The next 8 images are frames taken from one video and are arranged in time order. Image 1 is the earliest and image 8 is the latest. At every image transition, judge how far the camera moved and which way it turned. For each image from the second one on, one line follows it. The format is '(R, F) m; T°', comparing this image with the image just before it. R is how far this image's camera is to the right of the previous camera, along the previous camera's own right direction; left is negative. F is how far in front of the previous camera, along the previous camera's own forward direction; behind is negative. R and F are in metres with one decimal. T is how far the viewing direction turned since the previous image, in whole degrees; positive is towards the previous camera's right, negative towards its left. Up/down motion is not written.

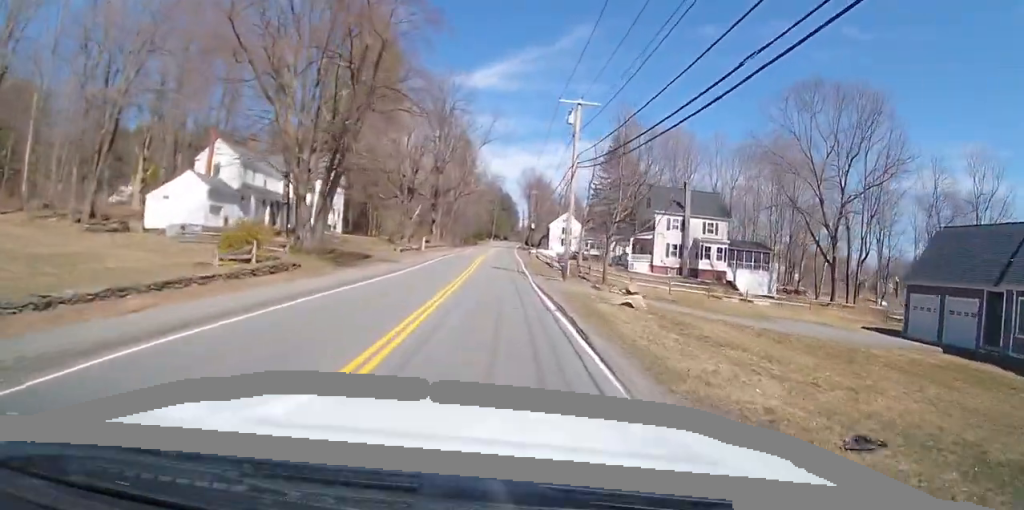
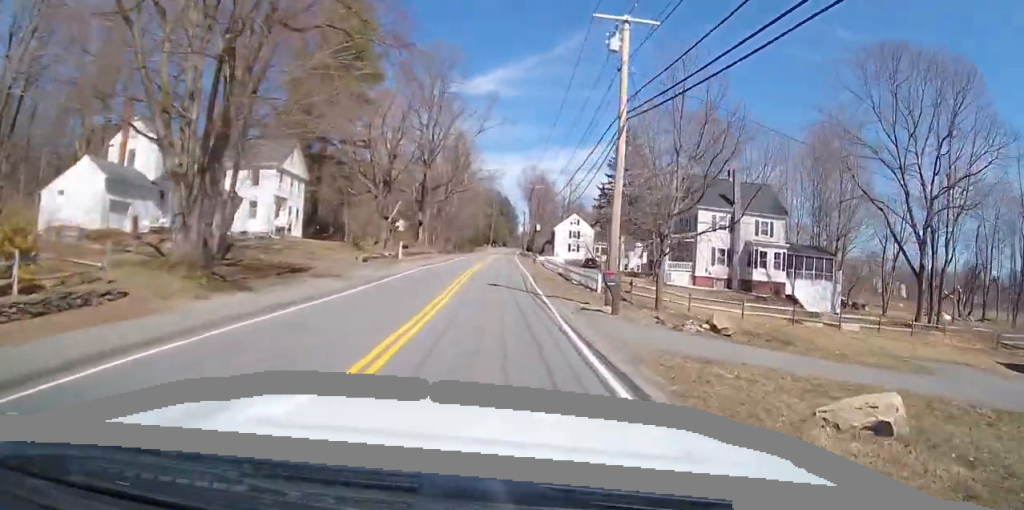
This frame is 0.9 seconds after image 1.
(+0.2, +13.1) m; 0°
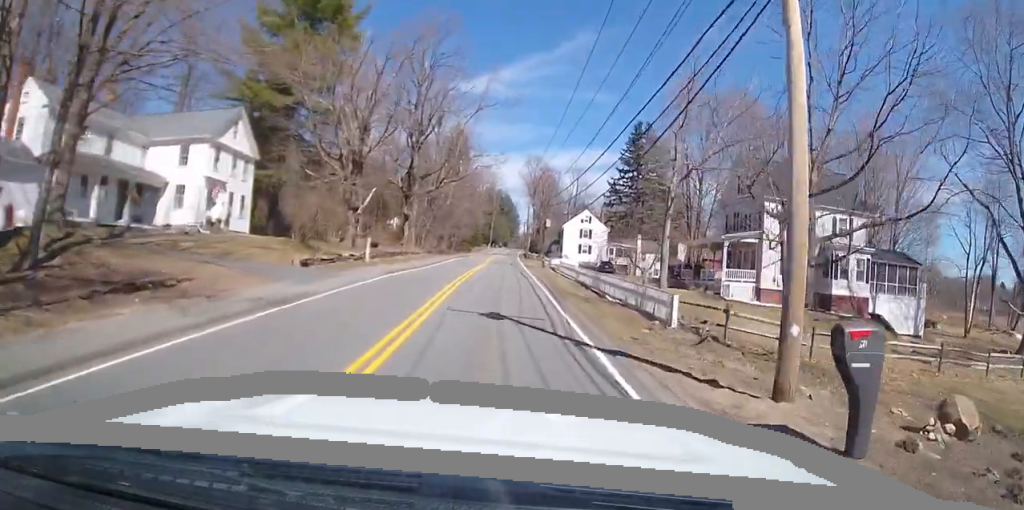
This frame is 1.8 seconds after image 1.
(-0.1, +11.7) m; -1°
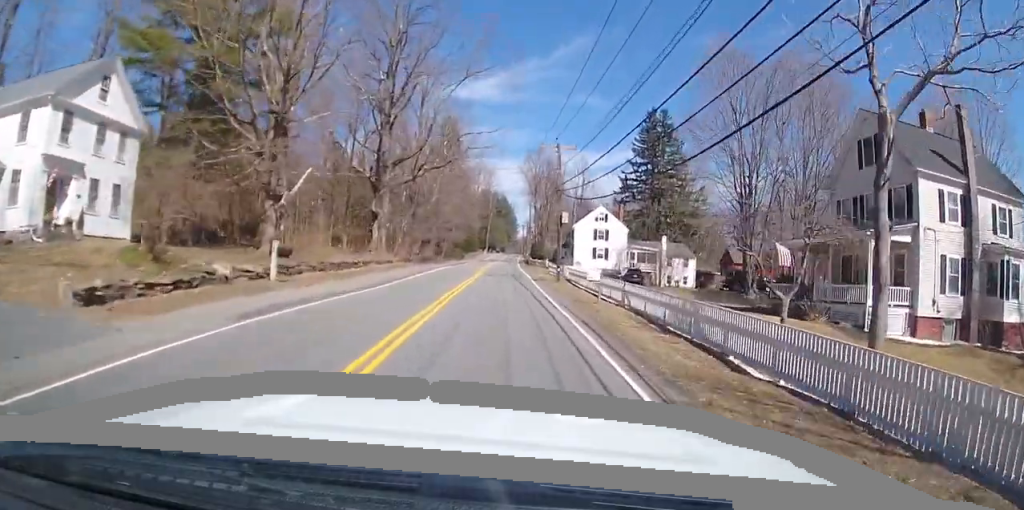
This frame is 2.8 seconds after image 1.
(-0.1, +14.6) m; 0°
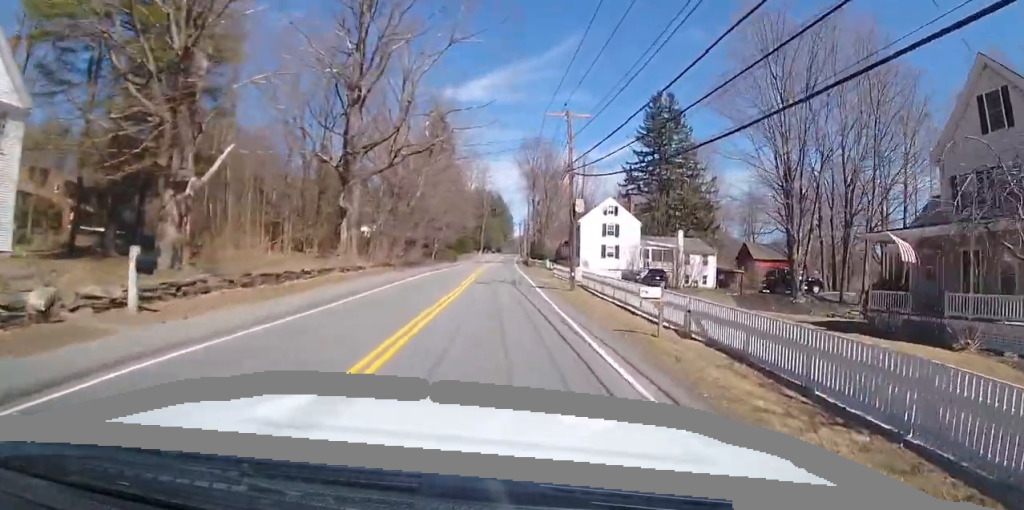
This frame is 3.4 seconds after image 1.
(0.0, +8.5) m; +1°
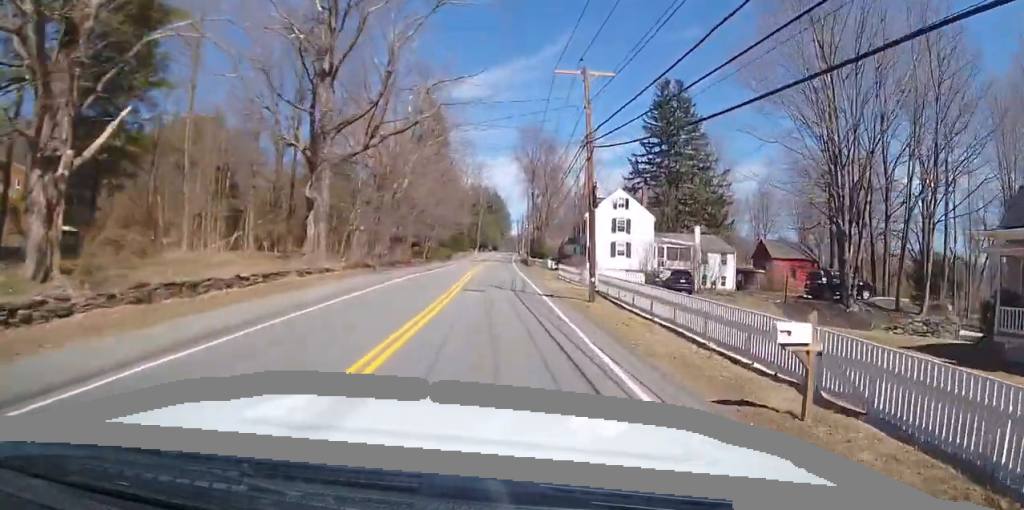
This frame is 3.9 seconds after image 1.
(+0.1, +6.7) m; 0°
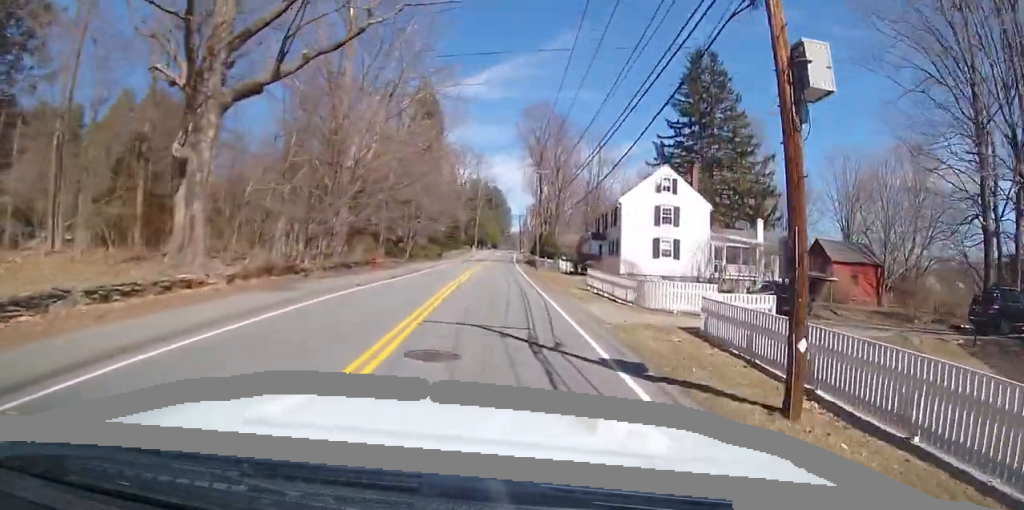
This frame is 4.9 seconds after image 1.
(+0.1, +14.8) m; +1°
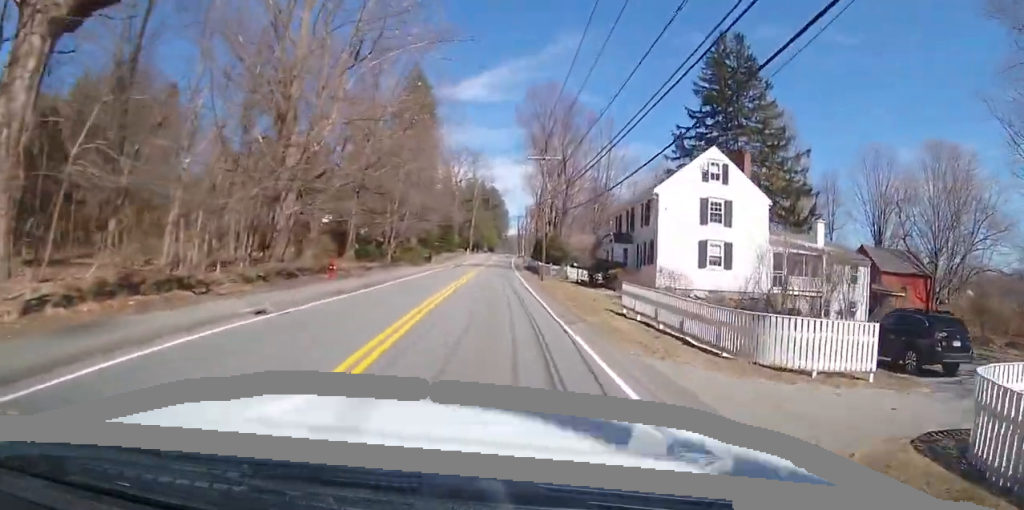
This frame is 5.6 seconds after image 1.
(0.0, +9.6) m; 0°
